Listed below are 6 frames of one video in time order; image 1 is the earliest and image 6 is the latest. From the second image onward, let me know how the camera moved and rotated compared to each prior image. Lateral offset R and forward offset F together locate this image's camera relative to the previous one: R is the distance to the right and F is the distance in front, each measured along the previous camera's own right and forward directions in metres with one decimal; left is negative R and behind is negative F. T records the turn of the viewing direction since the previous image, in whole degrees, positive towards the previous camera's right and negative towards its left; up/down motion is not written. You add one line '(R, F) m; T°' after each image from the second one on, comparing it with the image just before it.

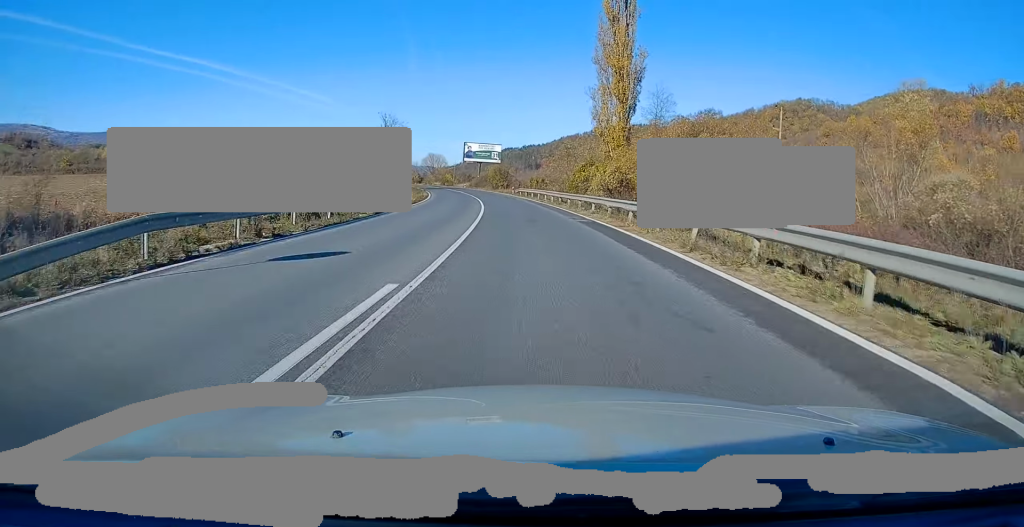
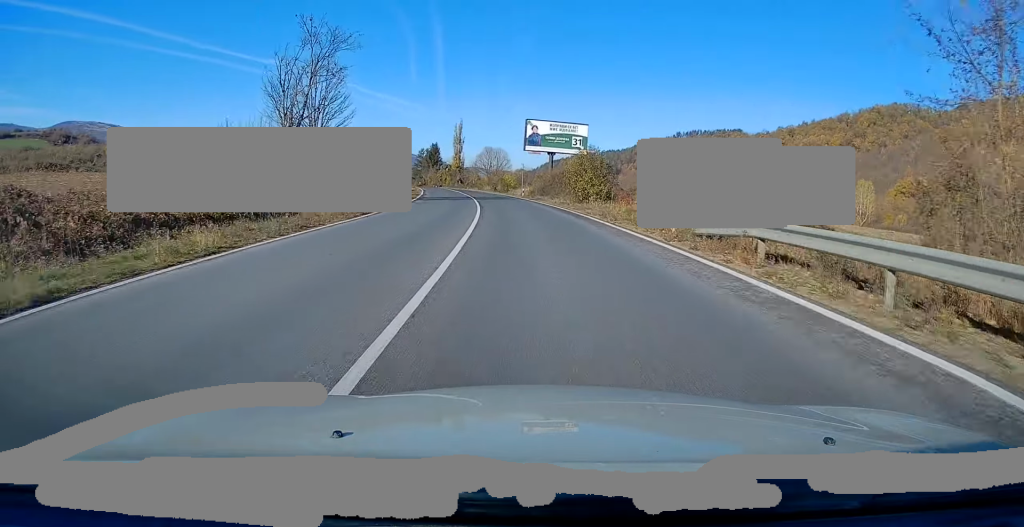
(-3.6, +55.5) m; -7°
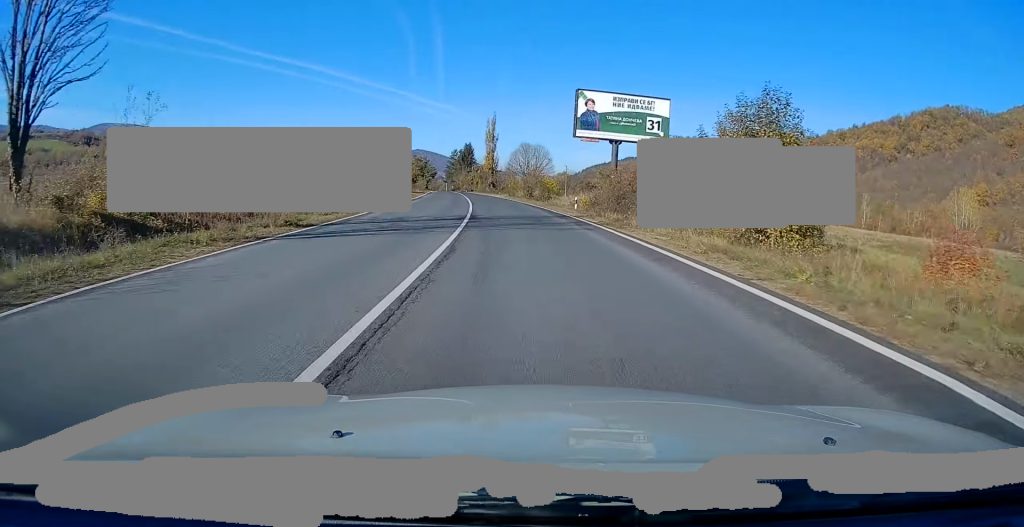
(-0.6, +28.7) m; -3°
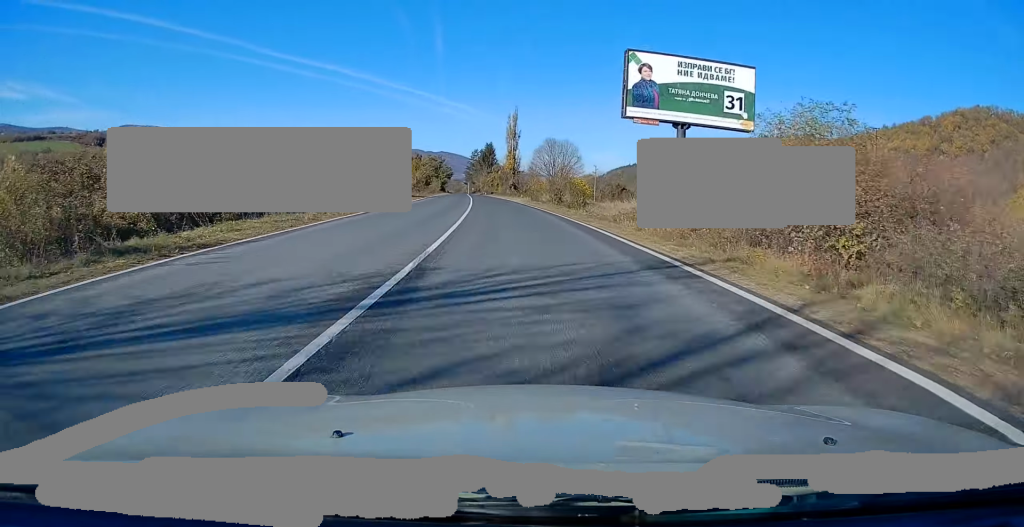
(-0.5, +16.4) m; -2°
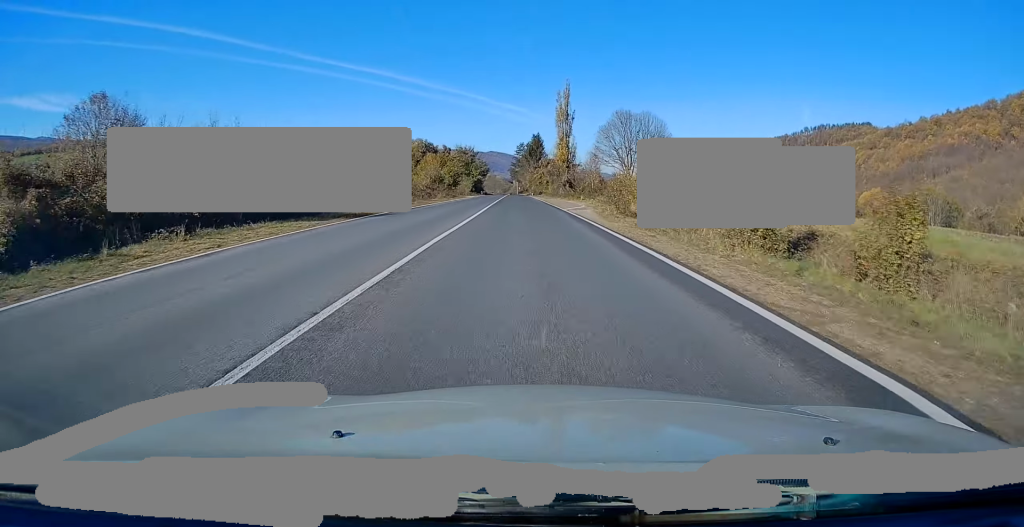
(-1.3, +37.0) m; -5°
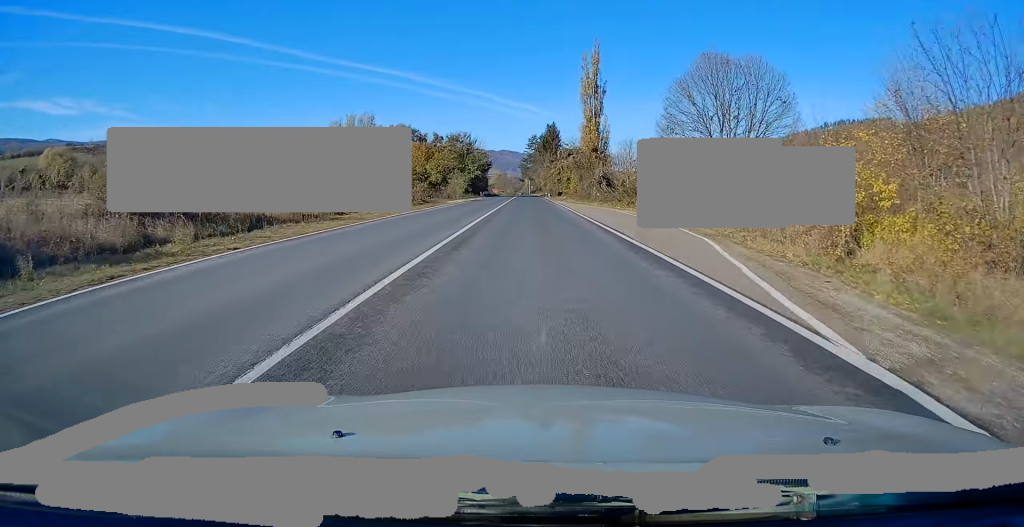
(-0.9, +32.2) m; -1°
